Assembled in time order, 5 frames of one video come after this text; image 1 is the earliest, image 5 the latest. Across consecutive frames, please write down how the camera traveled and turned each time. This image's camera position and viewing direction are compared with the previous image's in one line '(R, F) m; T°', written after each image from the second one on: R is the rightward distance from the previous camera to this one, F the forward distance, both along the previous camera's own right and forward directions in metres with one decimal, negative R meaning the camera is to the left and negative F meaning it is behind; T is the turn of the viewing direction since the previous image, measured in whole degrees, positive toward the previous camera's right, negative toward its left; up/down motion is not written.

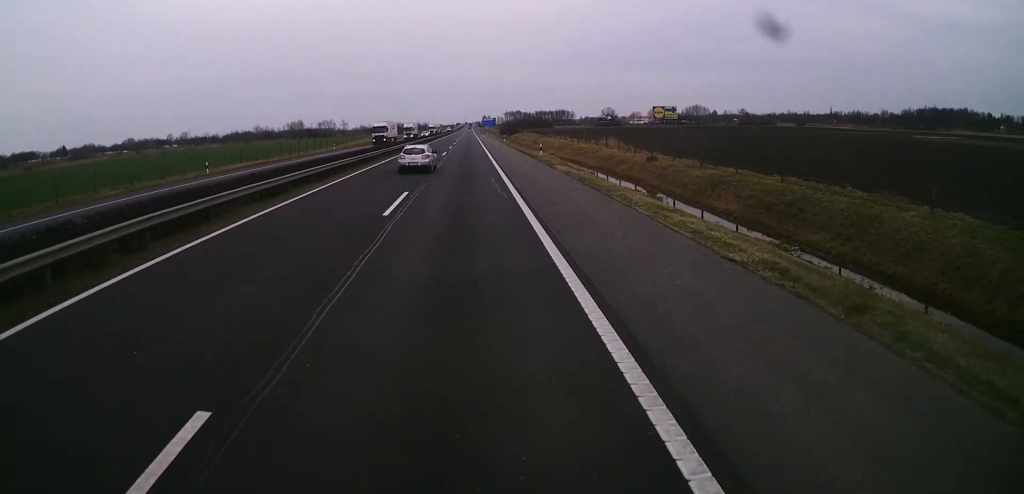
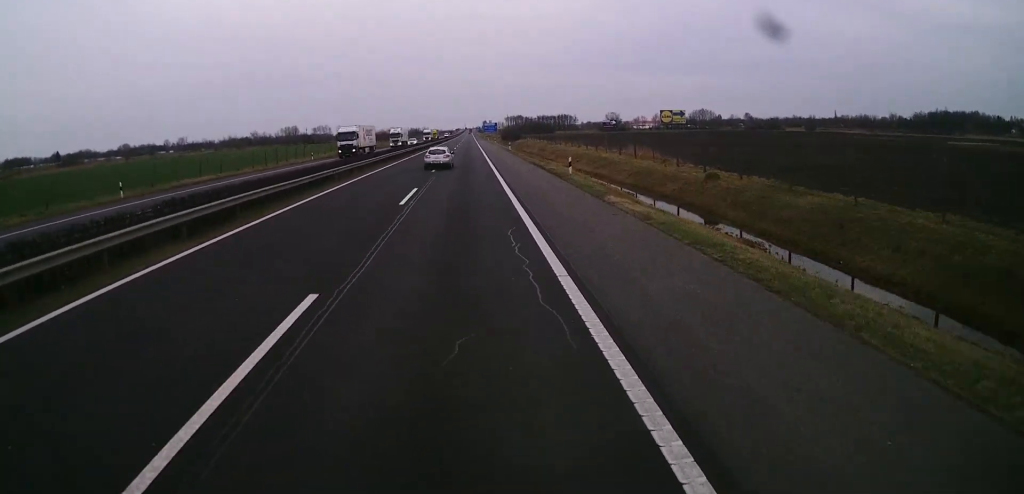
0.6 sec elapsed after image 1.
(0.0, +14.3) m; 0°
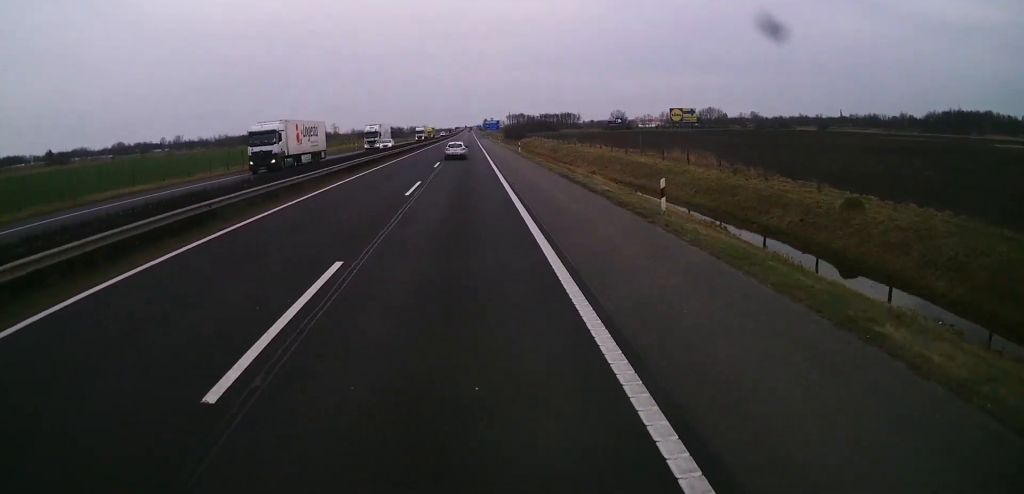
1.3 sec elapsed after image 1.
(+0.2, +16.8) m; 0°
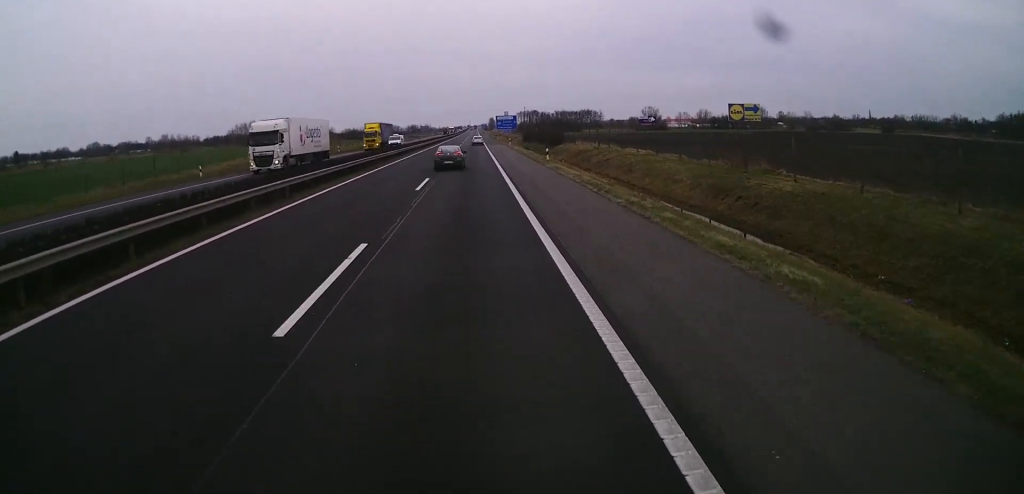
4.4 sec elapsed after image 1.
(+0.1, +78.5) m; 0°
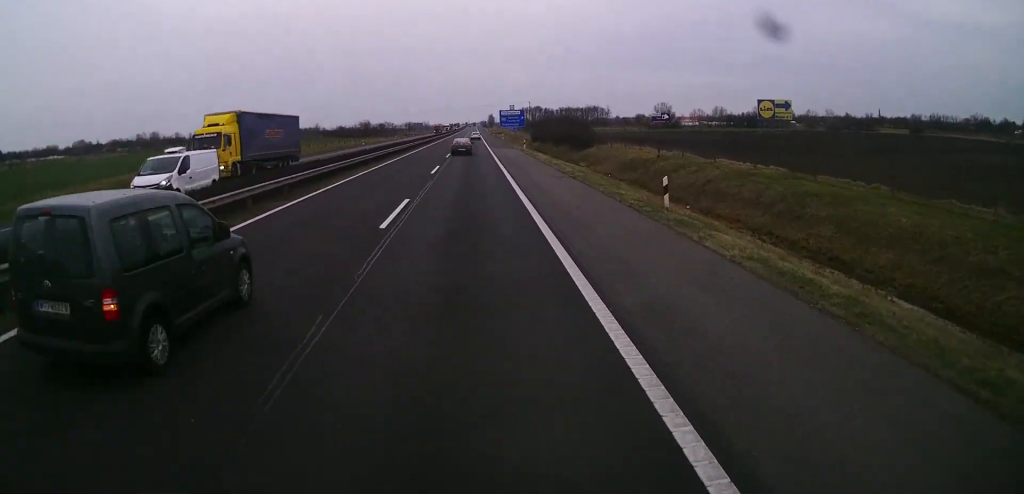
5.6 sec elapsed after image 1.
(+0.1, +29.4) m; 0°
